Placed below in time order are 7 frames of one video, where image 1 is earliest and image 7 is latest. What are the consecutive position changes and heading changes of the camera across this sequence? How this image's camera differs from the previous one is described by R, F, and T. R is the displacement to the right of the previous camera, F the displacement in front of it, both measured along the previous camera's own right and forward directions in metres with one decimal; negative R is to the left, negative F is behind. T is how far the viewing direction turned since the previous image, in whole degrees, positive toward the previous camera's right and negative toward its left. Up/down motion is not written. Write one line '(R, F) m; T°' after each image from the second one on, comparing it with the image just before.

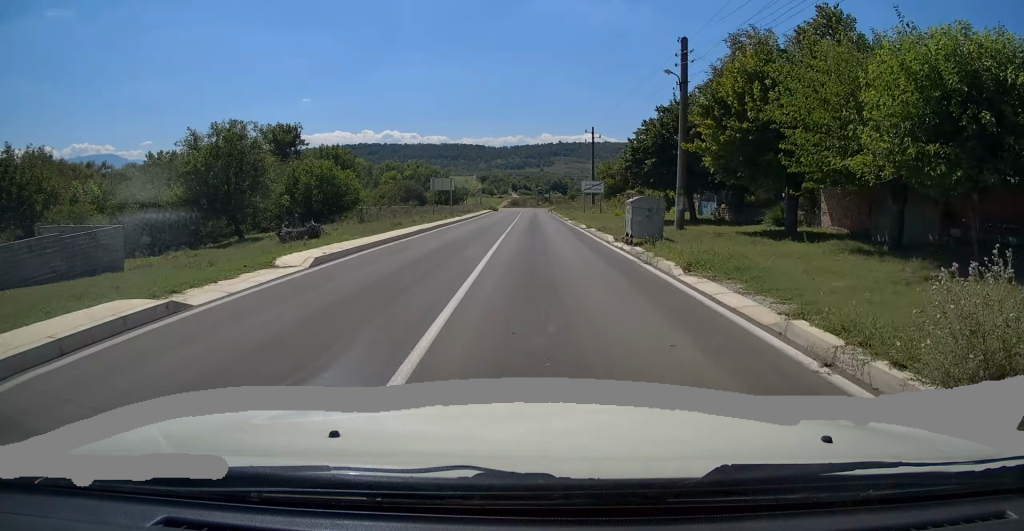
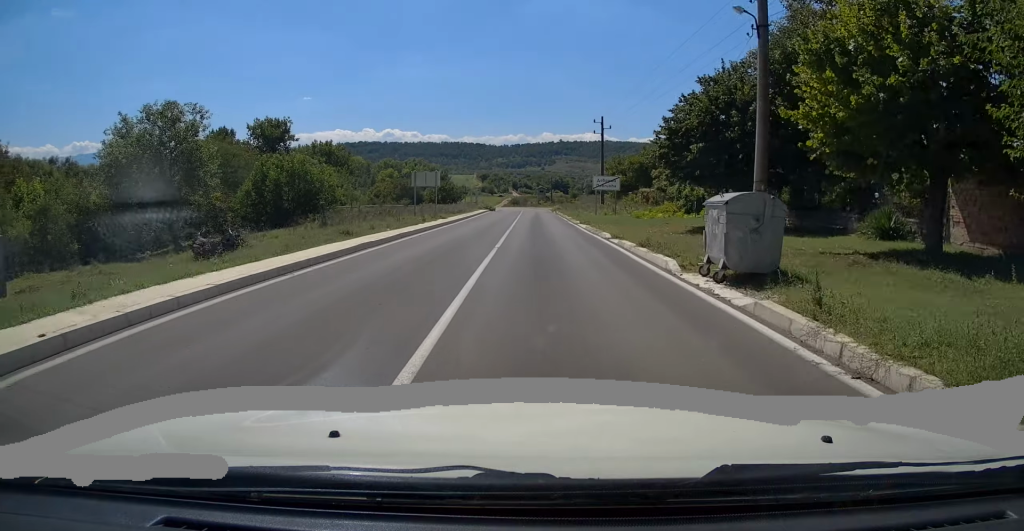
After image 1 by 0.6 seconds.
(-0.1, +8.1) m; 0°
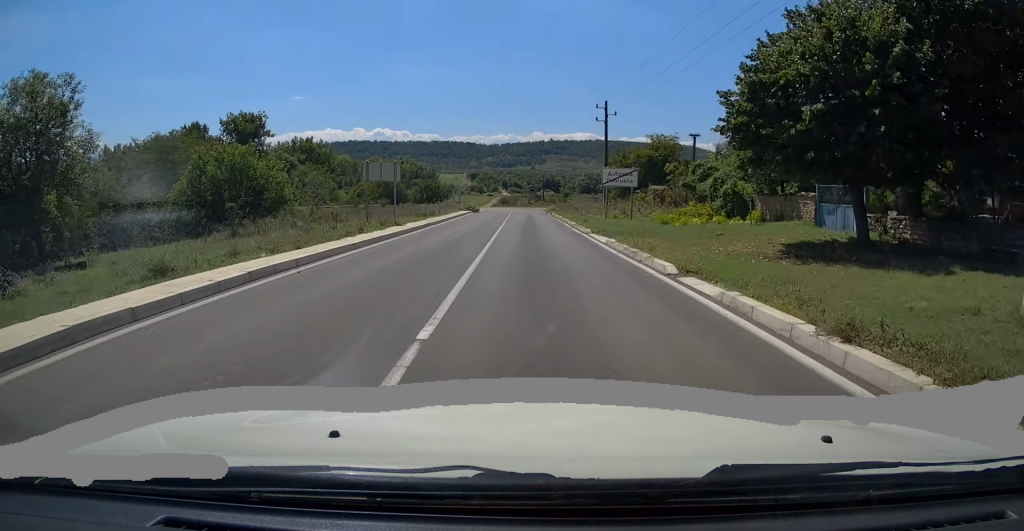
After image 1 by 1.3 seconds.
(0.0, +9.9) m; 0°
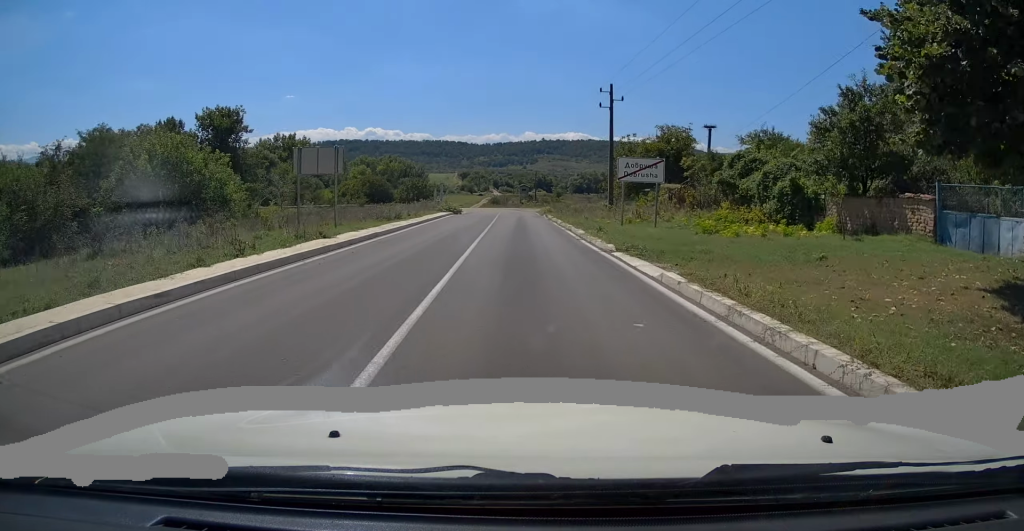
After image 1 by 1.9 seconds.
(+0.1, +8.1) m; 0°
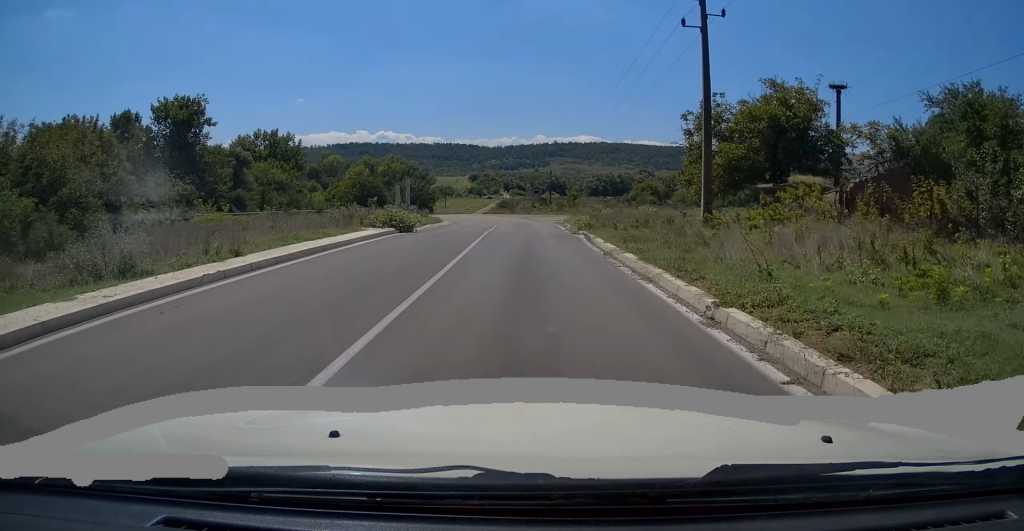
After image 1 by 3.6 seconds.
(+0.1, +22.3) m; +1°
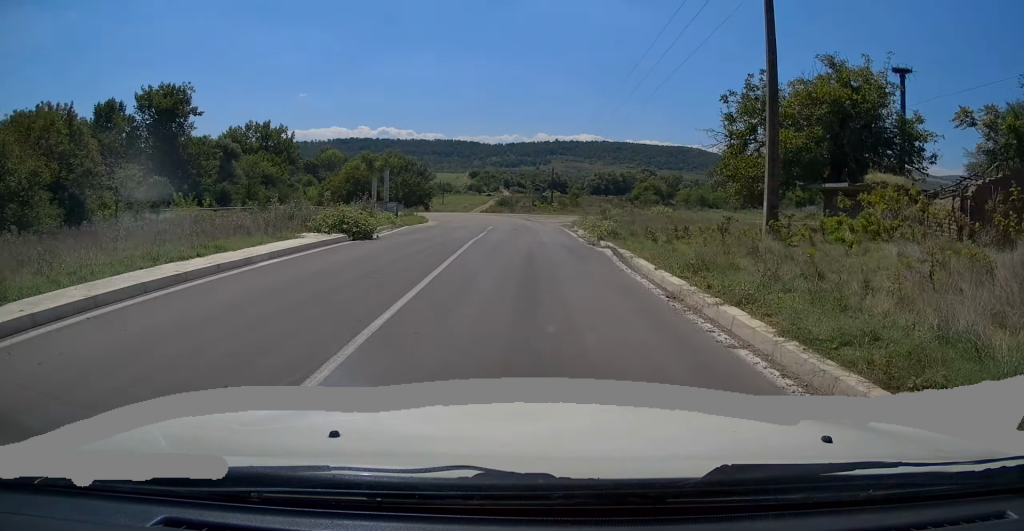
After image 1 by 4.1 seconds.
(0.0, +6.2) m; 0°
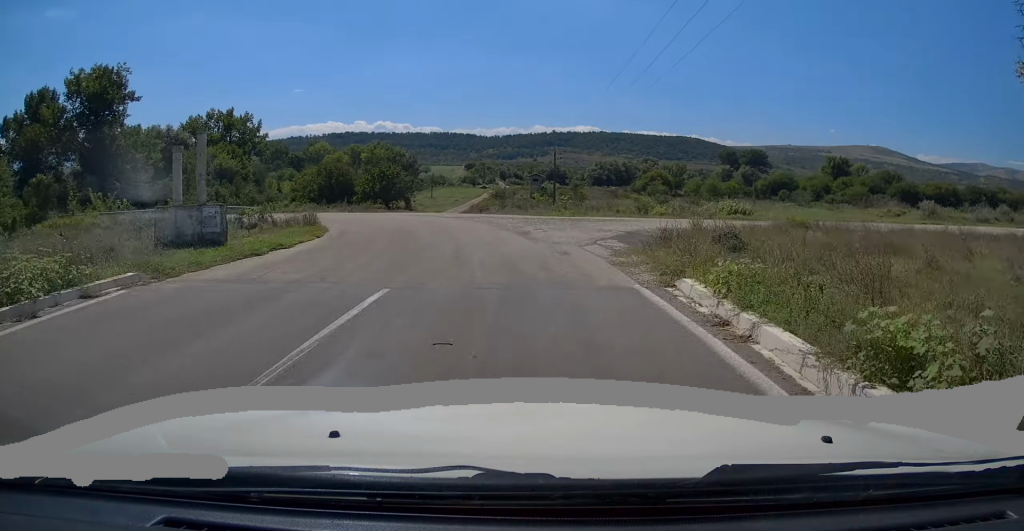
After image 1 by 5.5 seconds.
(-0.4, +18.7) m; -4°
